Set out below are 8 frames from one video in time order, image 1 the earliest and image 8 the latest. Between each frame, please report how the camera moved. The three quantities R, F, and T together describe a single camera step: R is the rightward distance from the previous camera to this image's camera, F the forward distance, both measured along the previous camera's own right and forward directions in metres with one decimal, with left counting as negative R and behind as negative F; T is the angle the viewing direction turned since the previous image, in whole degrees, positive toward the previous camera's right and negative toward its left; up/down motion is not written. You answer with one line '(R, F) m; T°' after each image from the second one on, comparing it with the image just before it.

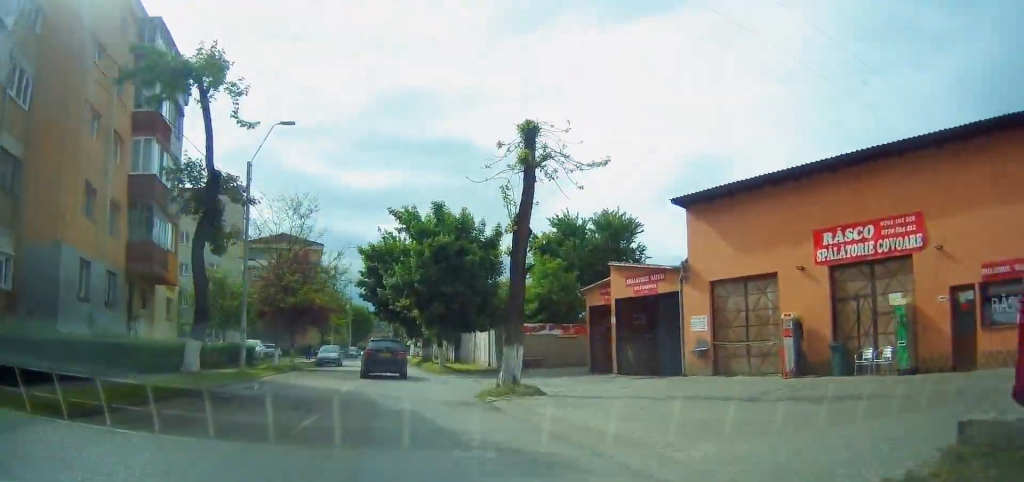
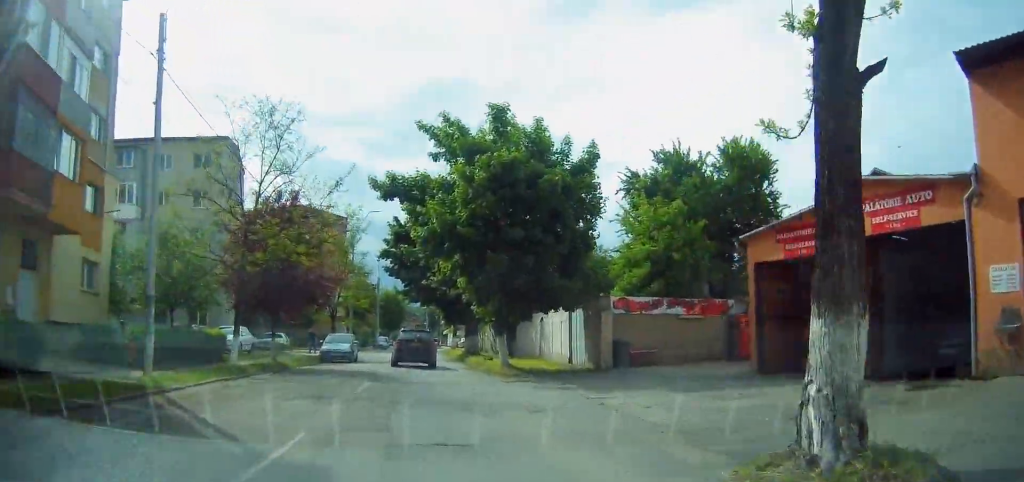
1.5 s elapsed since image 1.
(-0.3, +13.1) m; -4°
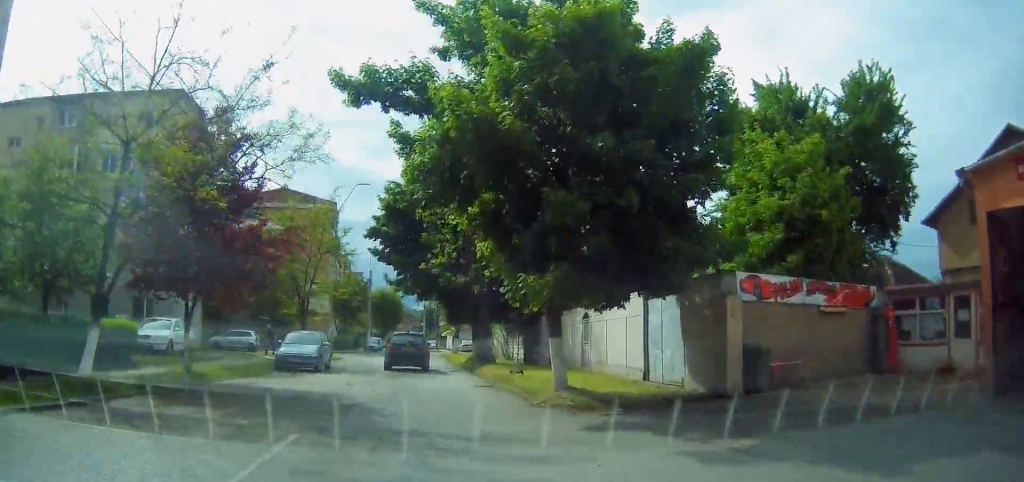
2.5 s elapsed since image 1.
(-0.9, +9.1) m; -7°
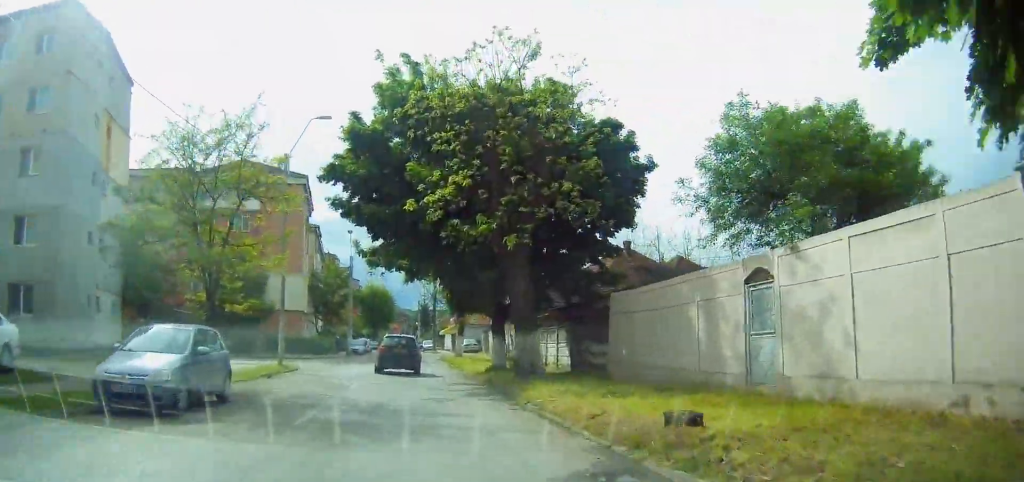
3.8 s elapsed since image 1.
(-0.4, +12.8) m; -1°
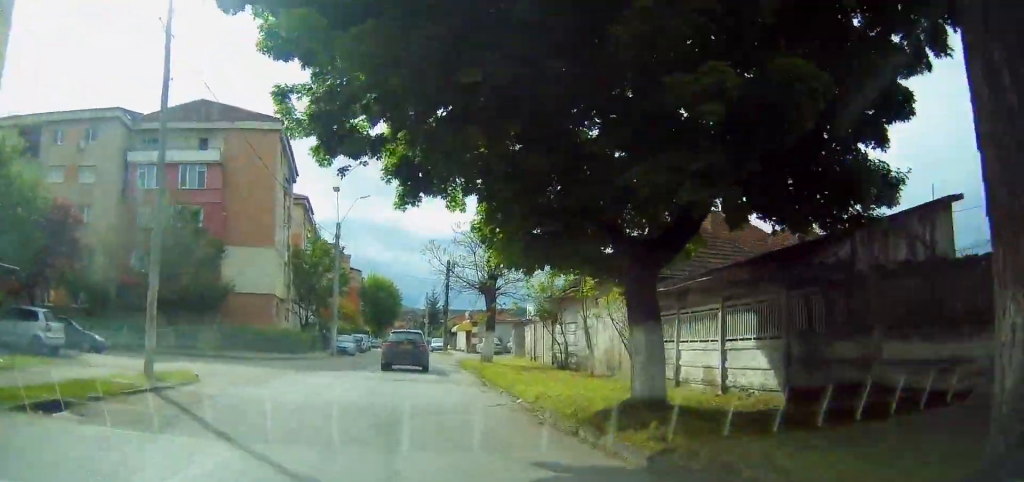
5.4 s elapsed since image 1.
(-0.1, +14.4) m; 0°
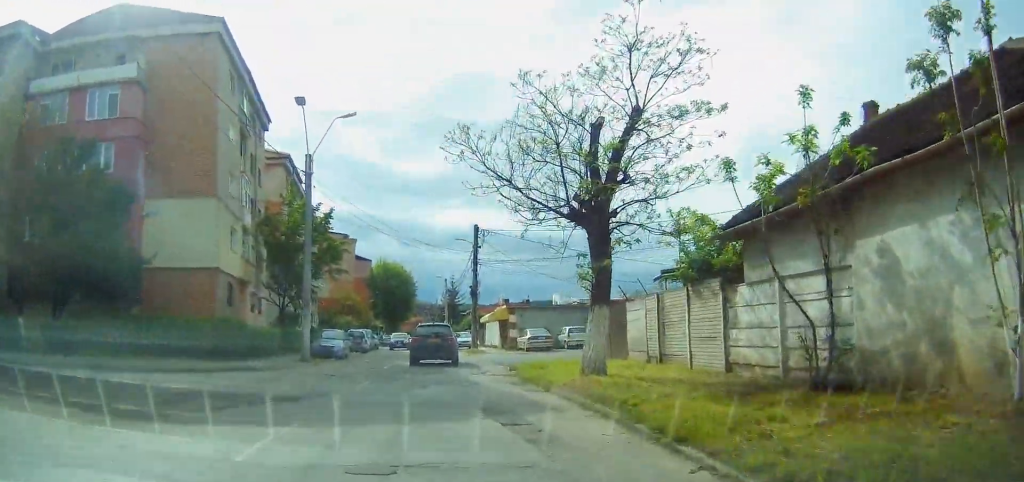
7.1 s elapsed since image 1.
(0.0, +16.1) m; 0°
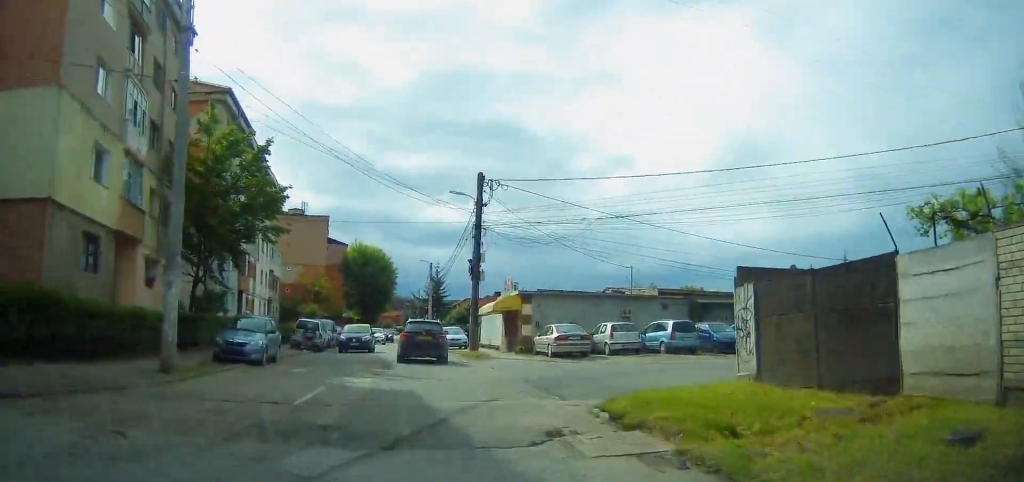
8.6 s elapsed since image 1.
(0.0, +13.8) m; 0°
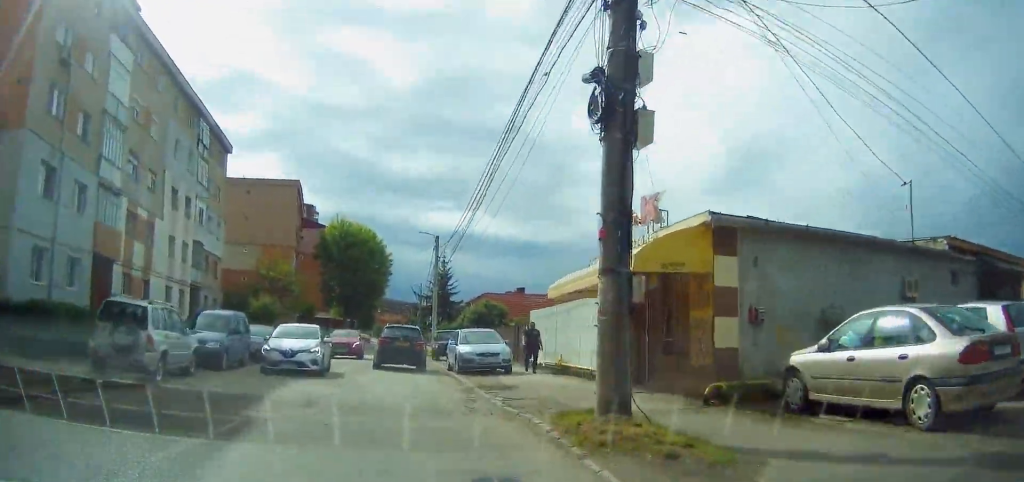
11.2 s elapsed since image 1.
(-0.1, +22.7) m; -2°
